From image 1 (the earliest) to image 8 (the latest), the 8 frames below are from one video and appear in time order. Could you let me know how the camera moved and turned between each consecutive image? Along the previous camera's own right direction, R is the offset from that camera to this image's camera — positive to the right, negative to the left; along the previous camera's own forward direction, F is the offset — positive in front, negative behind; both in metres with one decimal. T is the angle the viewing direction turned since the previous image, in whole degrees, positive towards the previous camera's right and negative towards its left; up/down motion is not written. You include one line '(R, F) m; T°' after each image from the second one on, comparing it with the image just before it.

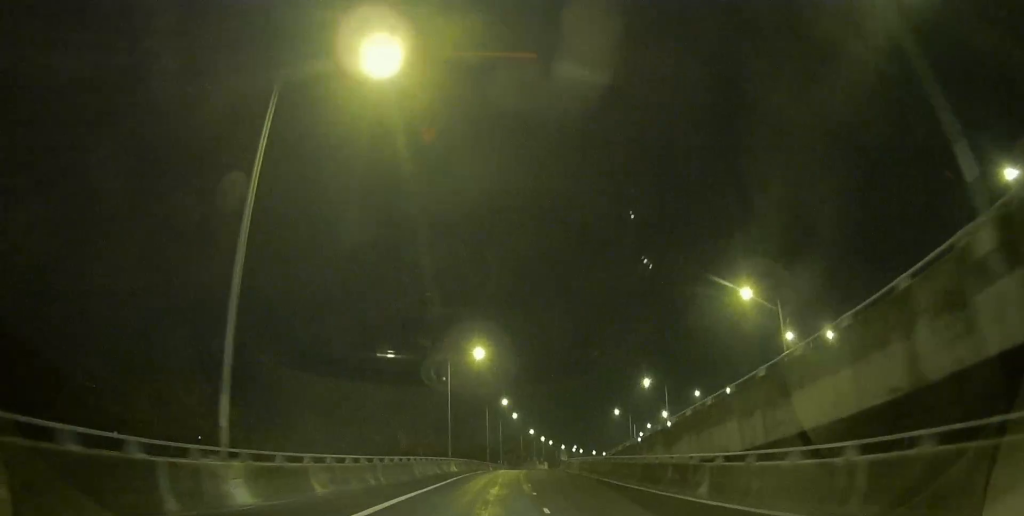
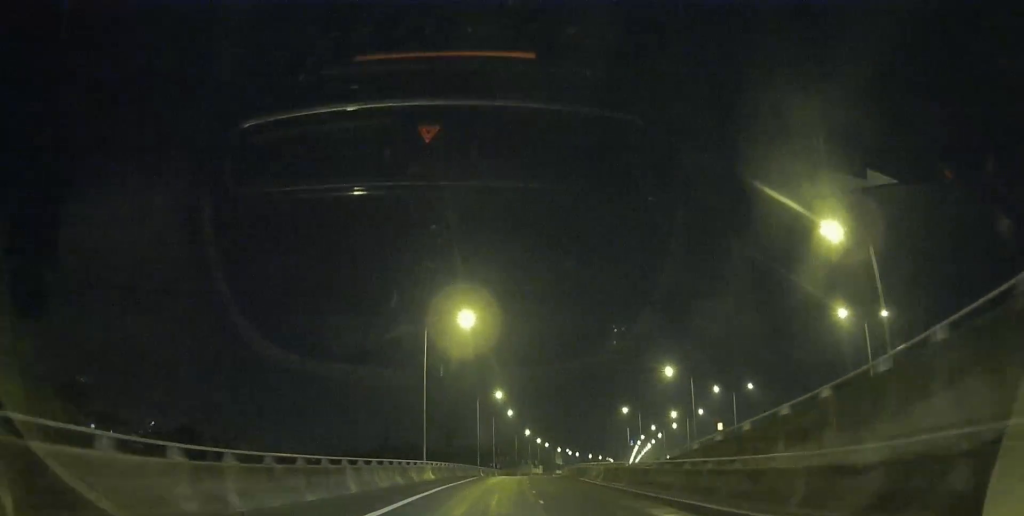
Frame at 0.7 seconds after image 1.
(-0.1, +12.6) m; 0°
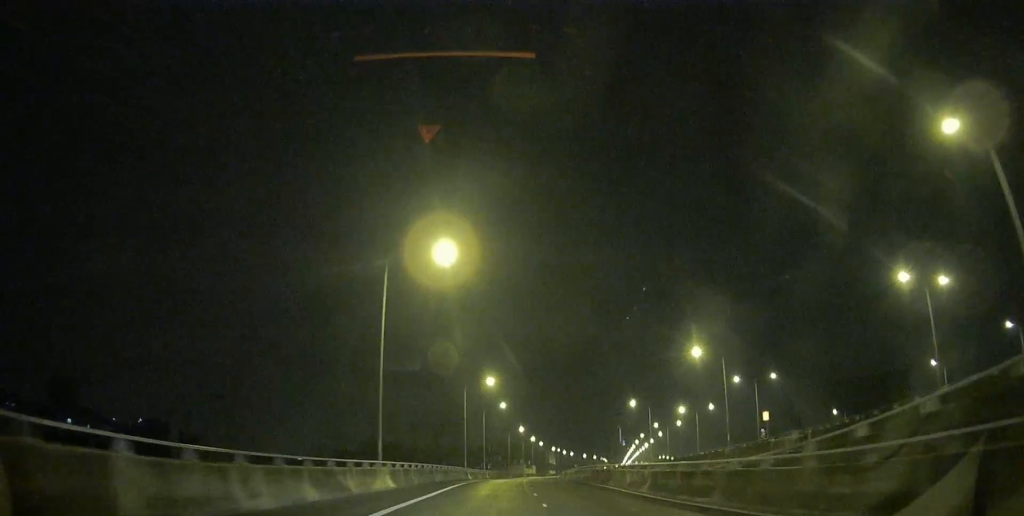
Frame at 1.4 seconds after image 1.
(+0.1, +11.6) m; +1°
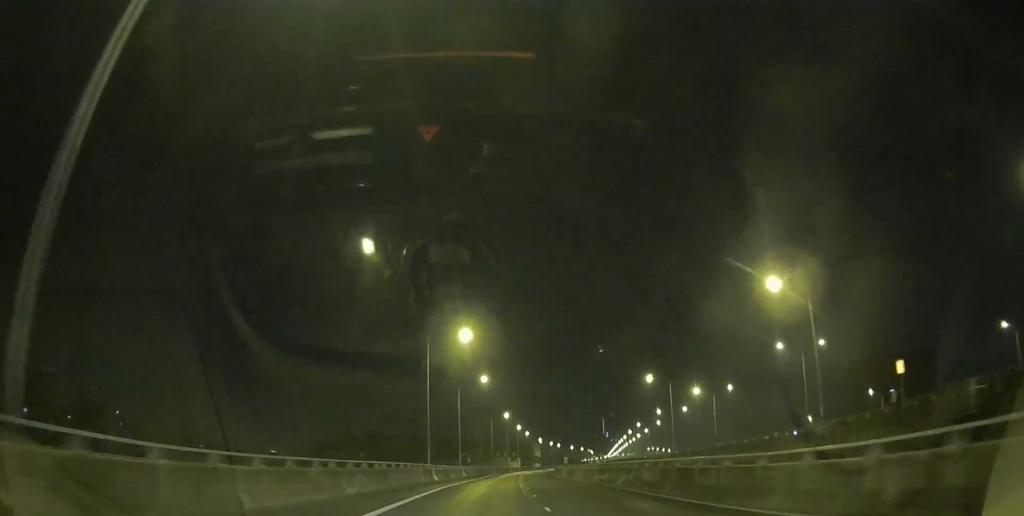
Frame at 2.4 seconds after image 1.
(+0.3, +18.6) m; +1°
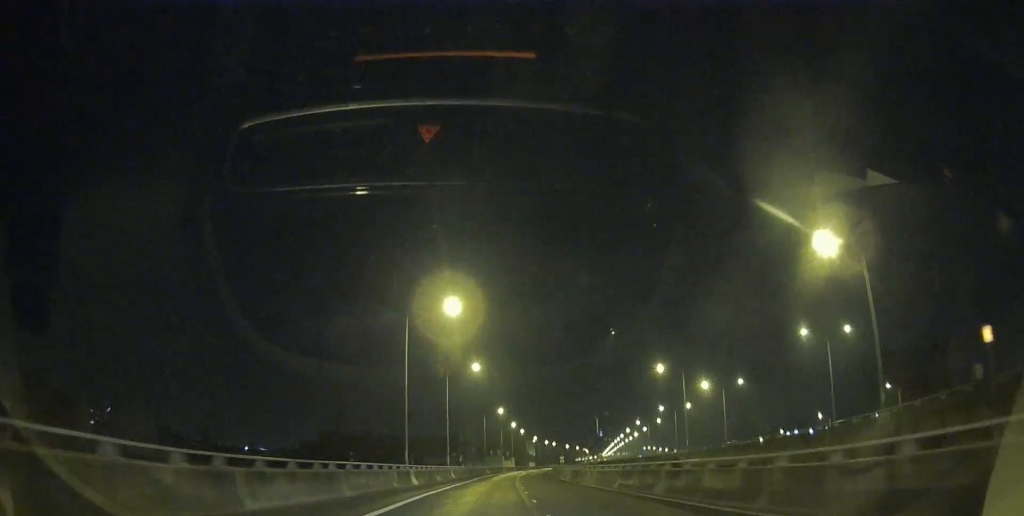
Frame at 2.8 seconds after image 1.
(+0.1, +7.2) m; +1°
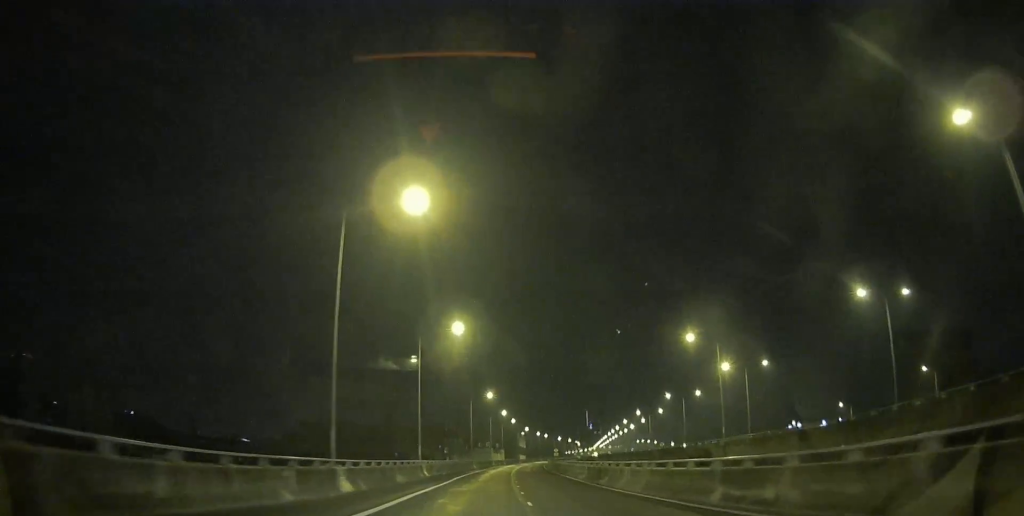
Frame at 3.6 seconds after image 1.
(0.0, +13.1) m; +1°
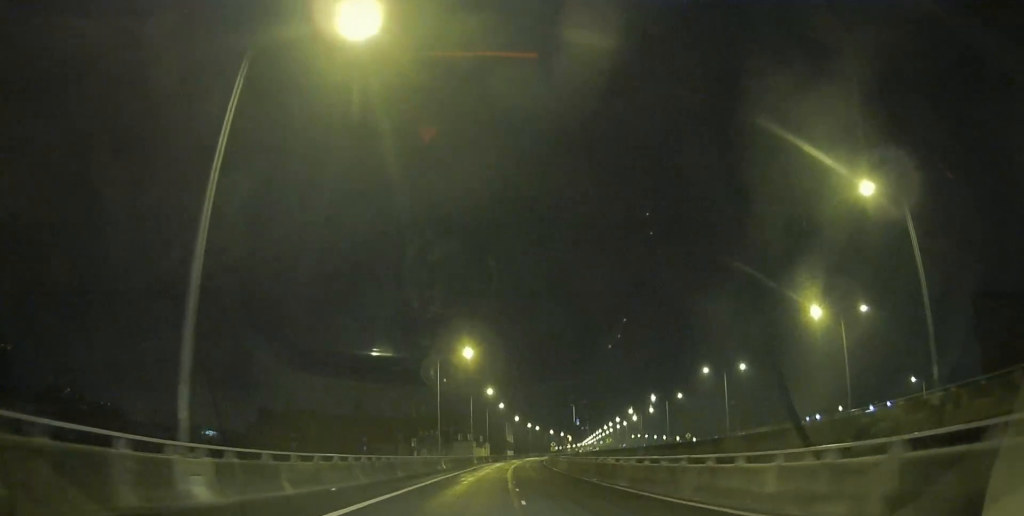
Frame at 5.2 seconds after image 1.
(+1.1, +28.3) m; +4°
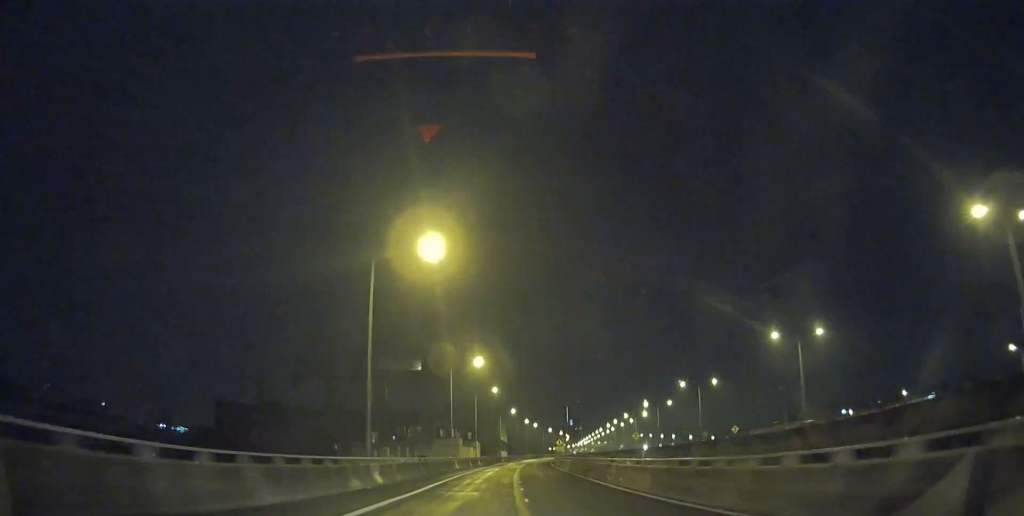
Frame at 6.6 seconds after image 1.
(+0.6, +24.9) m; +1°
